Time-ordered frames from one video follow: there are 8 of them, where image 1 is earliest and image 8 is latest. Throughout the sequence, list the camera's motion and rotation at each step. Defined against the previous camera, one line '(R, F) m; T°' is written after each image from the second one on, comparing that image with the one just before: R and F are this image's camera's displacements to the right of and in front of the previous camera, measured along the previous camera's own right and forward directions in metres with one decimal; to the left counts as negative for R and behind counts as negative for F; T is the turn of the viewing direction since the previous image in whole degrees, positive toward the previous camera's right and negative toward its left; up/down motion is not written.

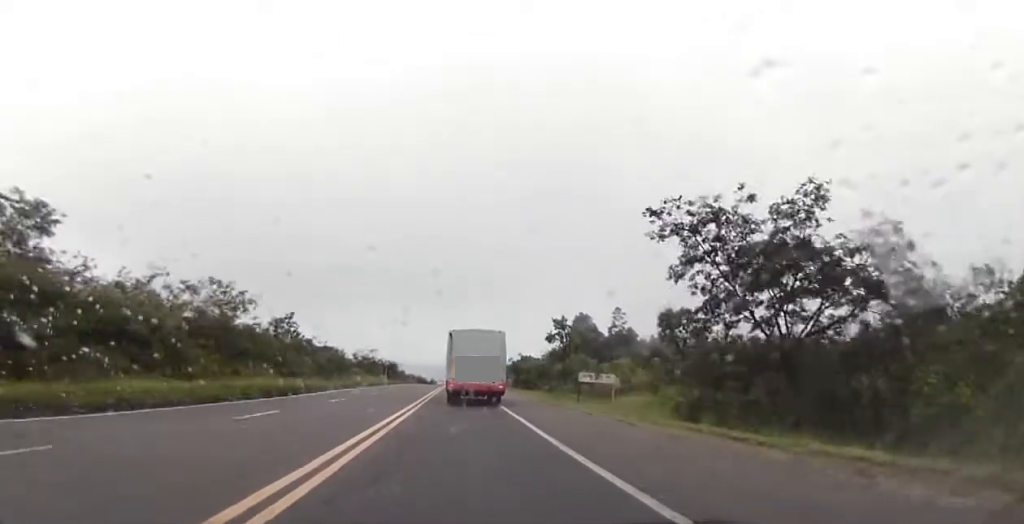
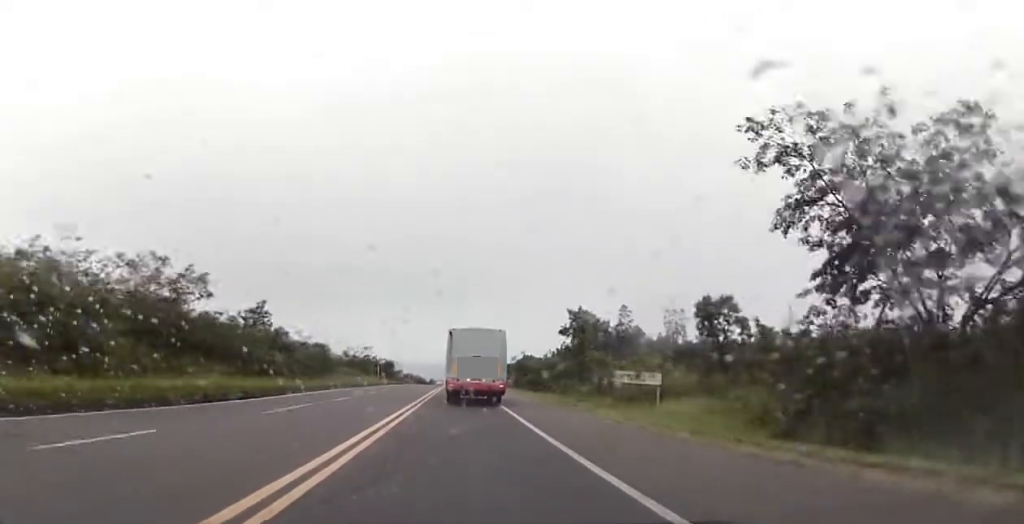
(-0.1, +8.3) m; +1°
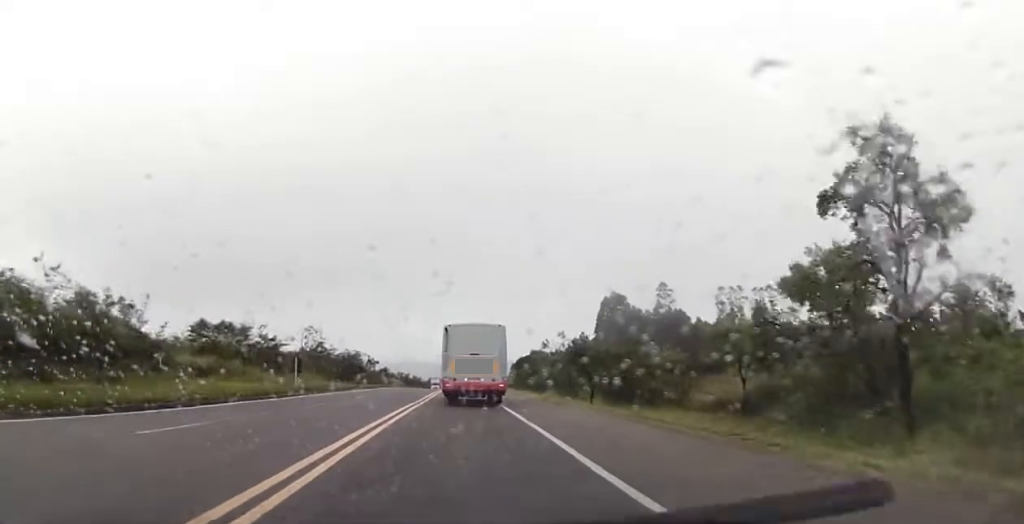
(-0.4, +43.9) m; -2°
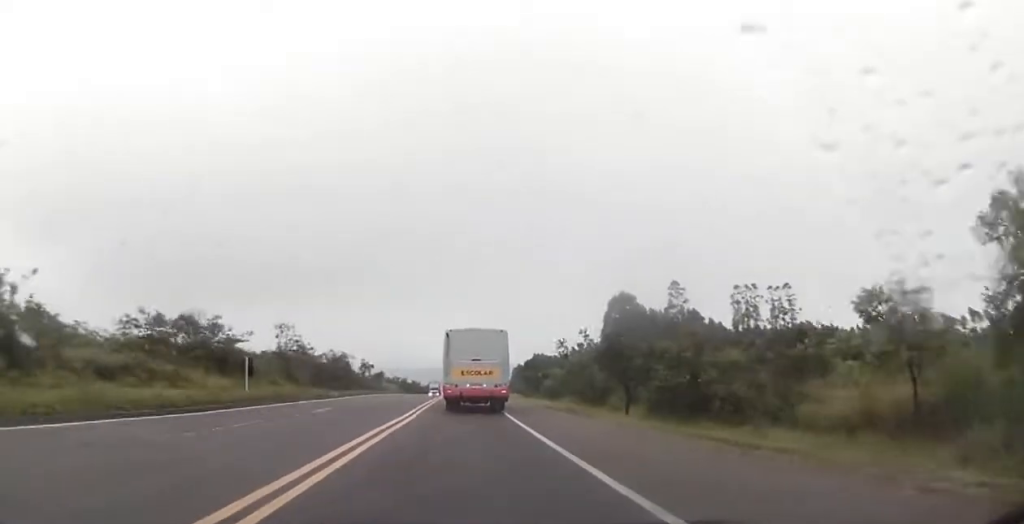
(-0.1, +10.1) m; 0°
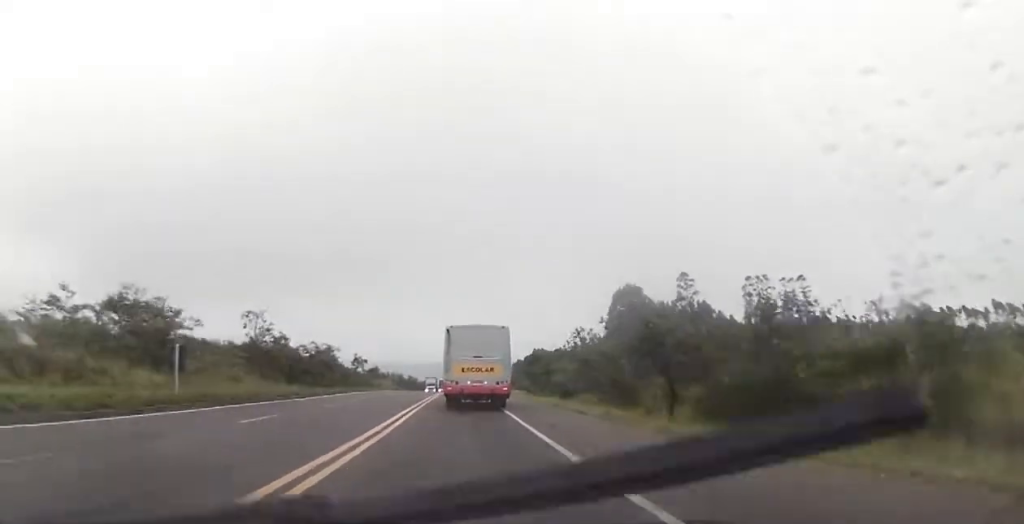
(+0.1, +8.3) m; +1°
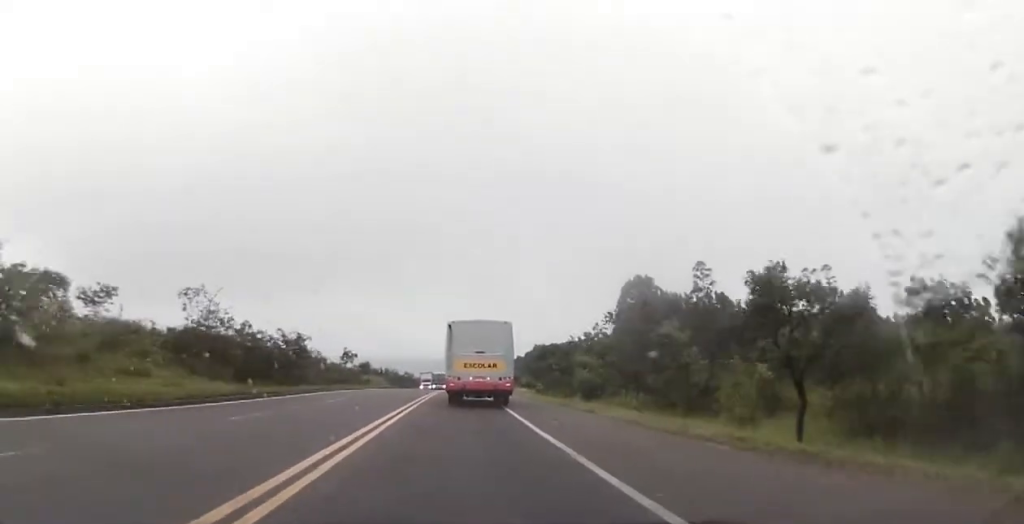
(0.0, +11.8) m; +1°
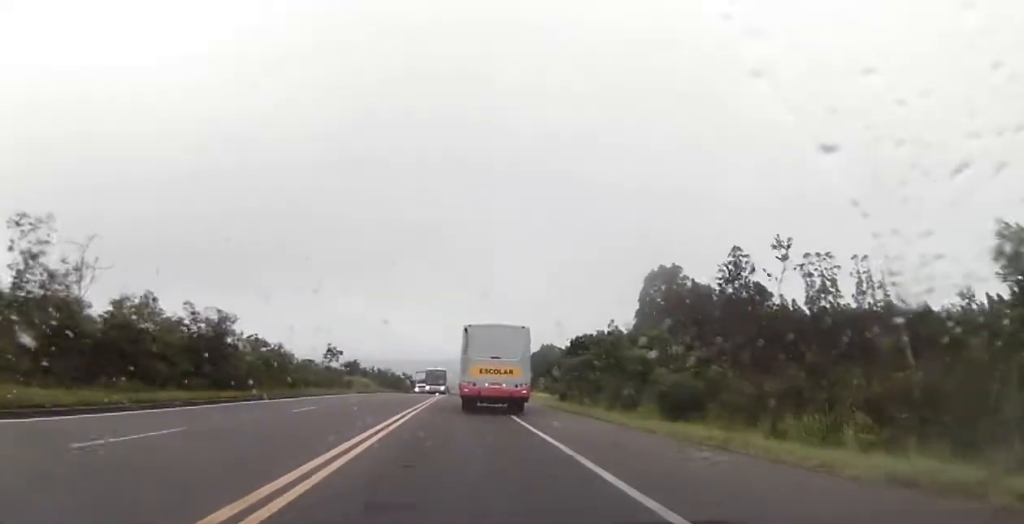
(+0.3, +19.0) m; 0°
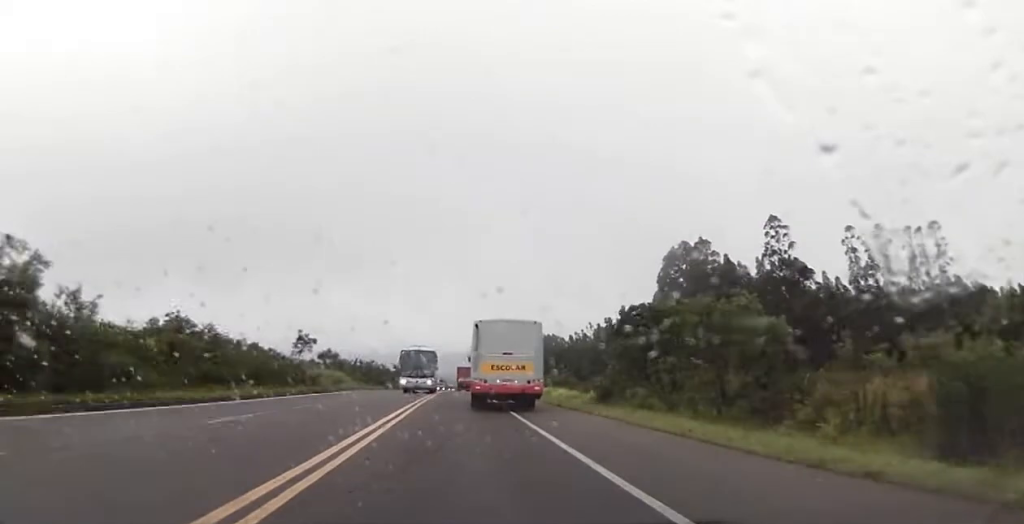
(-0.4, +18.3) m; -1°
